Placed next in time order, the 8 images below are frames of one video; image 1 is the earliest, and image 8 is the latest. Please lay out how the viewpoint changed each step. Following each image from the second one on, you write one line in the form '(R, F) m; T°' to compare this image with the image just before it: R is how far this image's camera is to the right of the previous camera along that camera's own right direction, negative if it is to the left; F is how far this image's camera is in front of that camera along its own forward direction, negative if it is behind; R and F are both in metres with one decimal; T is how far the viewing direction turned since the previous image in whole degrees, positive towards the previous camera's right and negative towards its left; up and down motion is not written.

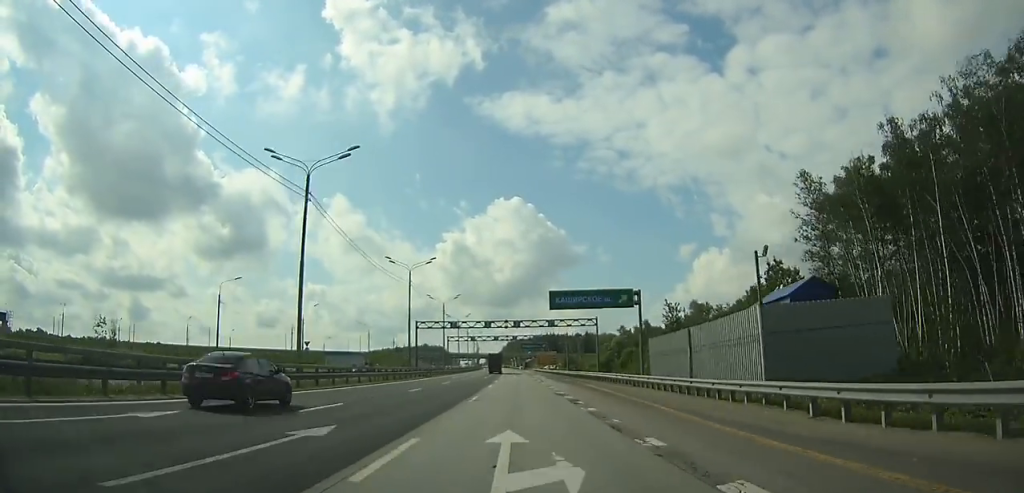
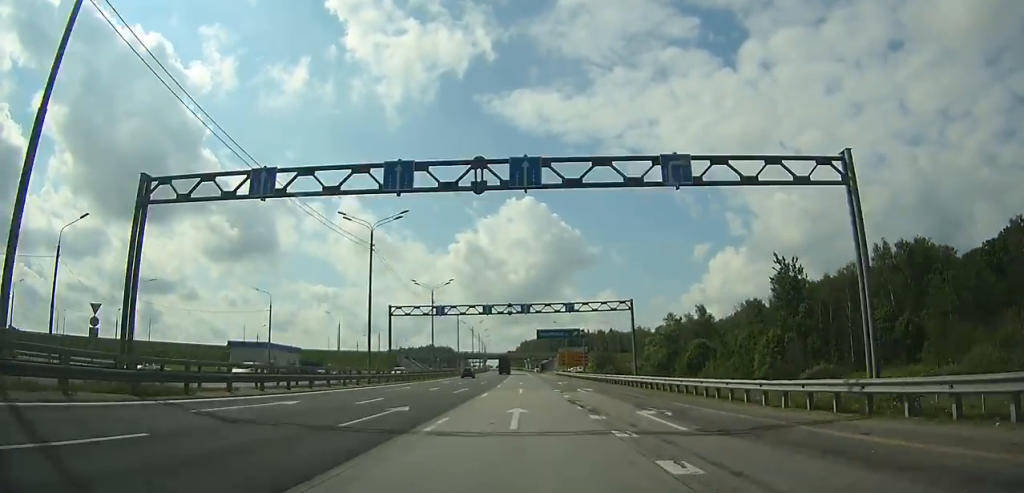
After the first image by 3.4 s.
(-0.7, +59.3) m; -1°
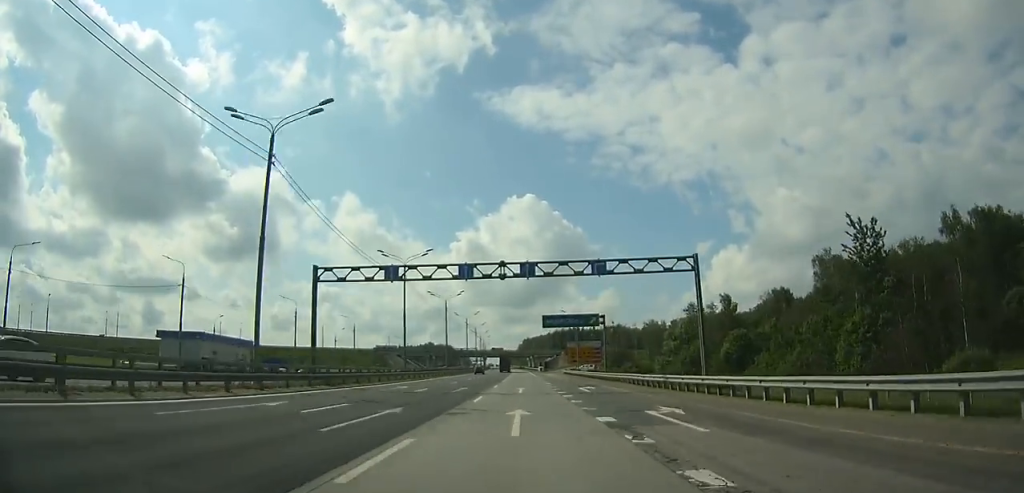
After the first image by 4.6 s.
(-0.2, +21.0) m; 0°
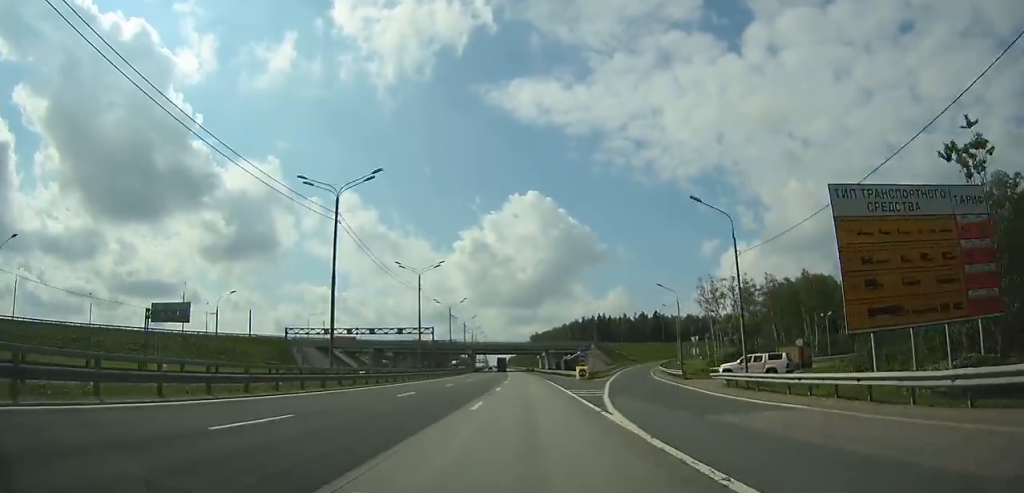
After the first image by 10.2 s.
(-1.0, +99.5) m; -1°
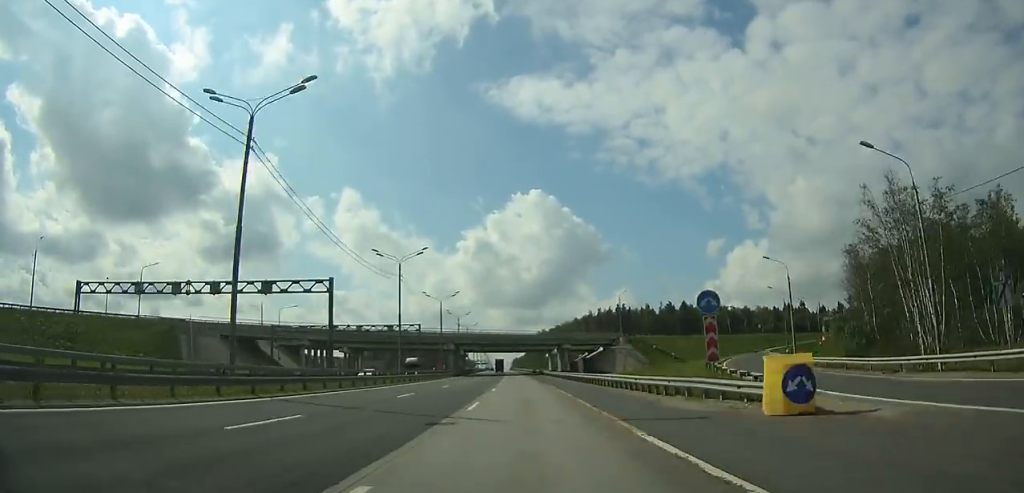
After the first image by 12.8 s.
(0.0, +47.8) m; -1°
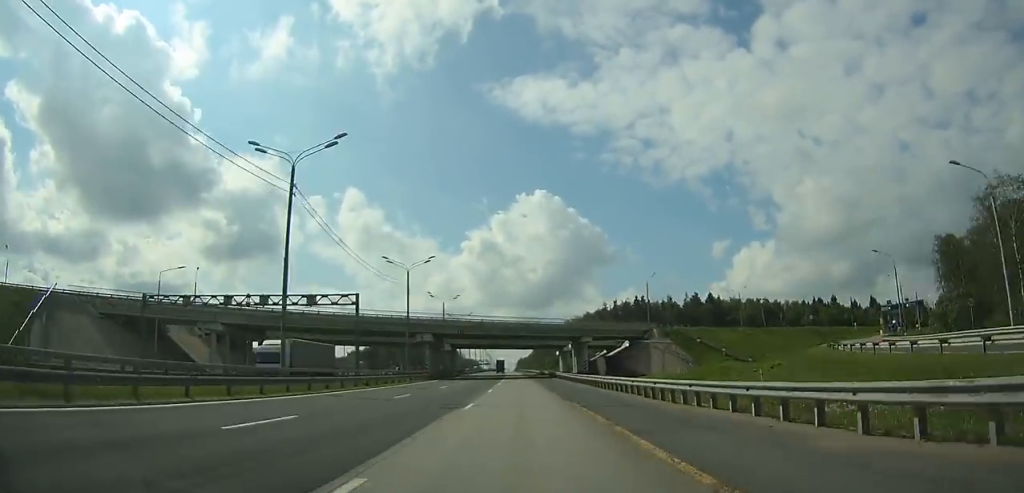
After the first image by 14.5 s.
(-0.2, +32.4) m; -1°
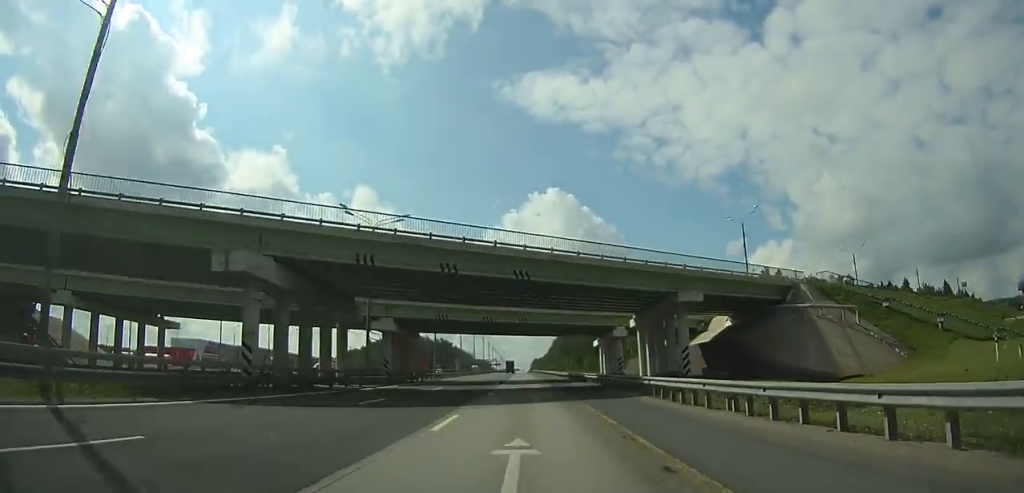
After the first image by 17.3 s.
(-0.7, +55.3) m; -1°
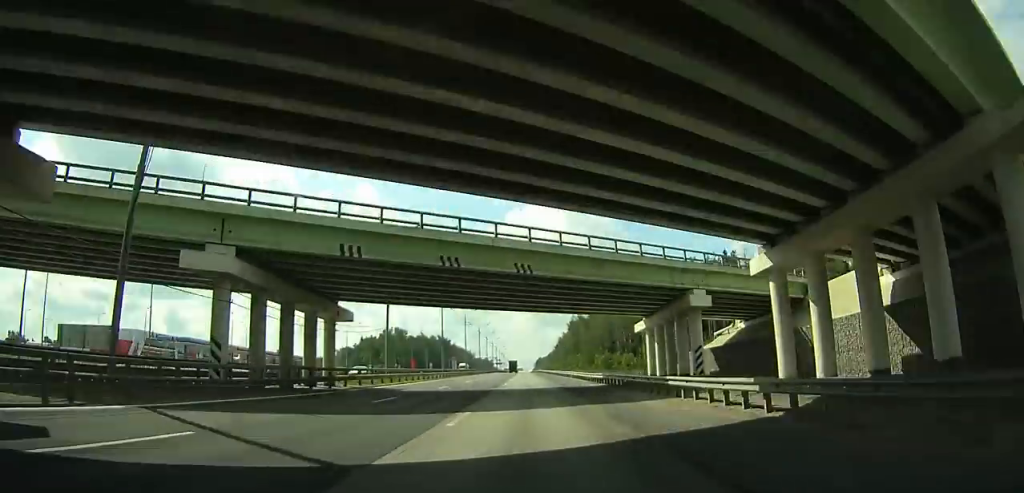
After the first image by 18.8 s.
(-0.1, +30.7) m; 0°
